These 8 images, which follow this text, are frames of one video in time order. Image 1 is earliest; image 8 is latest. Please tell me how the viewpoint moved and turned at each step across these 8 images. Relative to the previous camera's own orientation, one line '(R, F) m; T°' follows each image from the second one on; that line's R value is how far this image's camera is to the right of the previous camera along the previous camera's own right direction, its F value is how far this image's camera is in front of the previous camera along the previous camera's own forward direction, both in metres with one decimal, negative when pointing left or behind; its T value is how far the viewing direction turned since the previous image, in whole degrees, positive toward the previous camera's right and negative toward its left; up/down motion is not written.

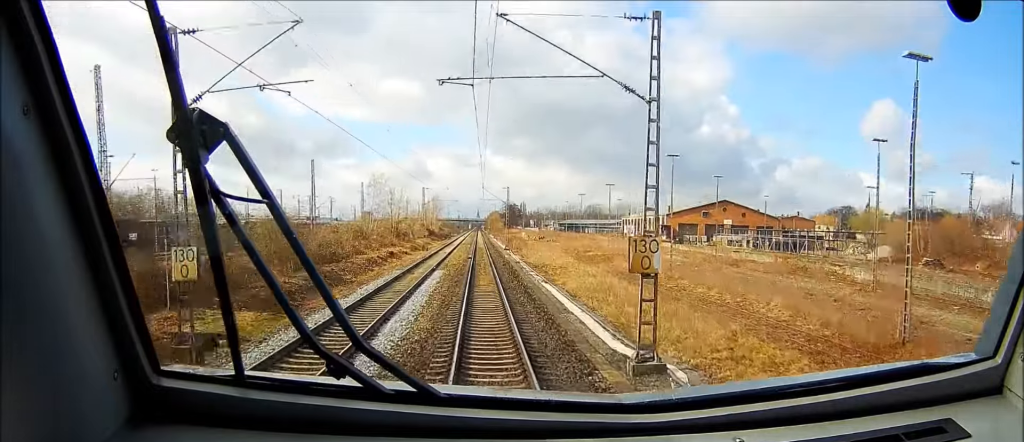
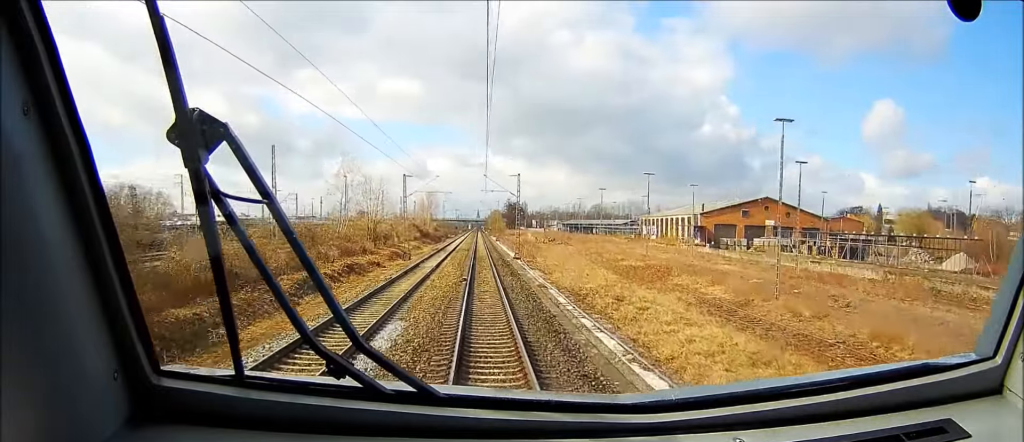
(0.0, +23.8) m; -1°
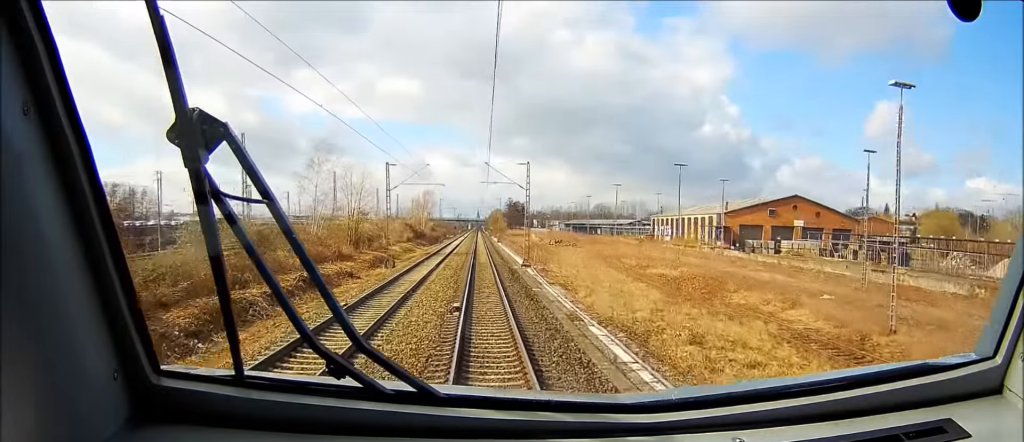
(-0.2, +12.9) m; -1°
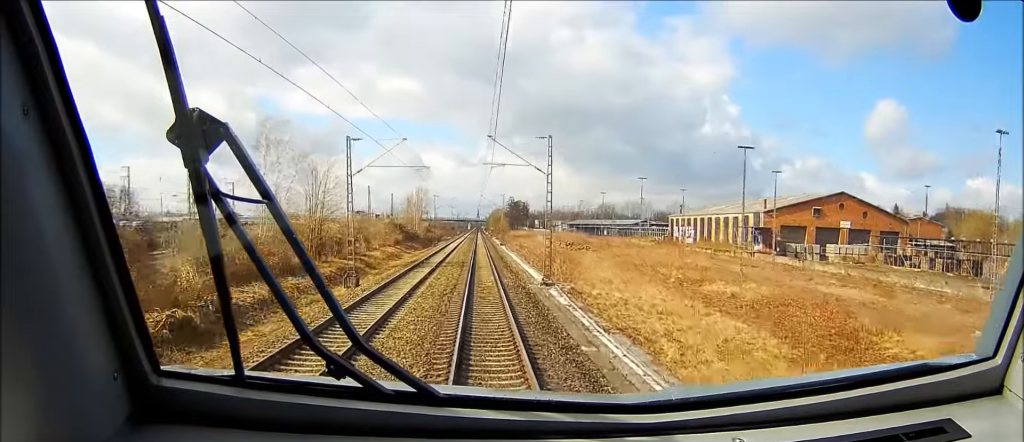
(-0.2, +16.6) m; 0°
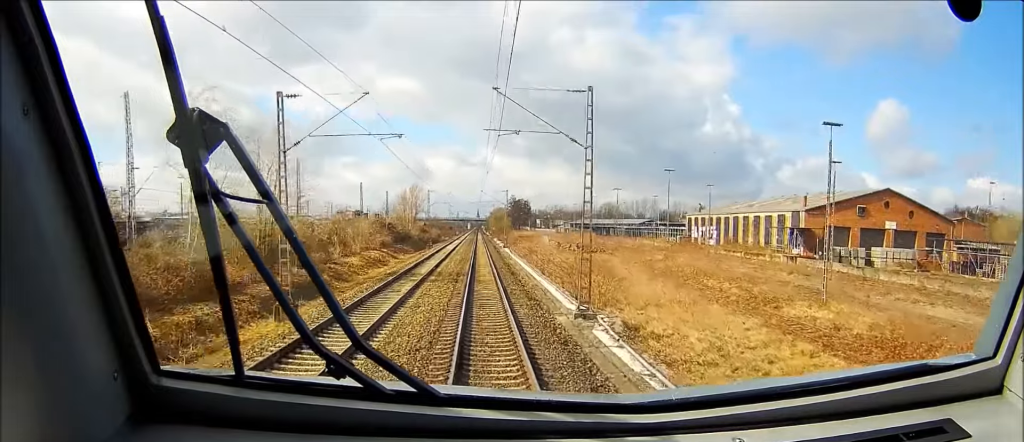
(0.0, +13.1) m; 0°
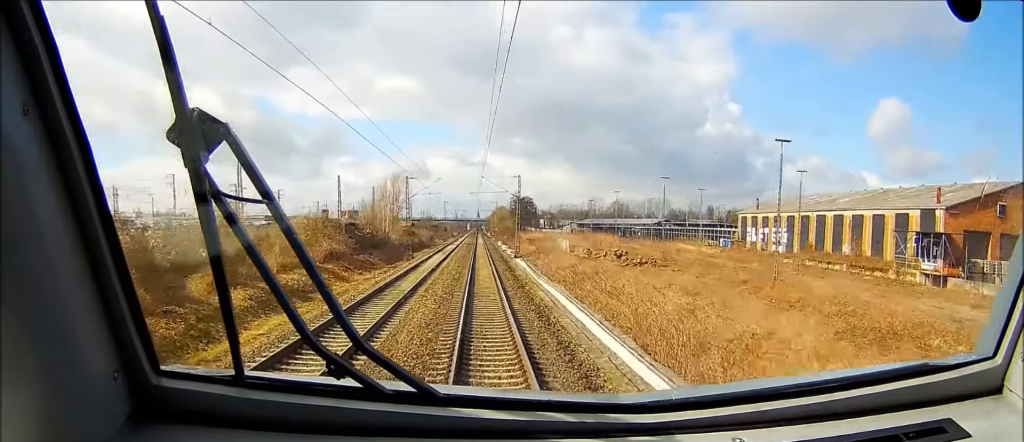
(+0.2, +29.7) m; 0°
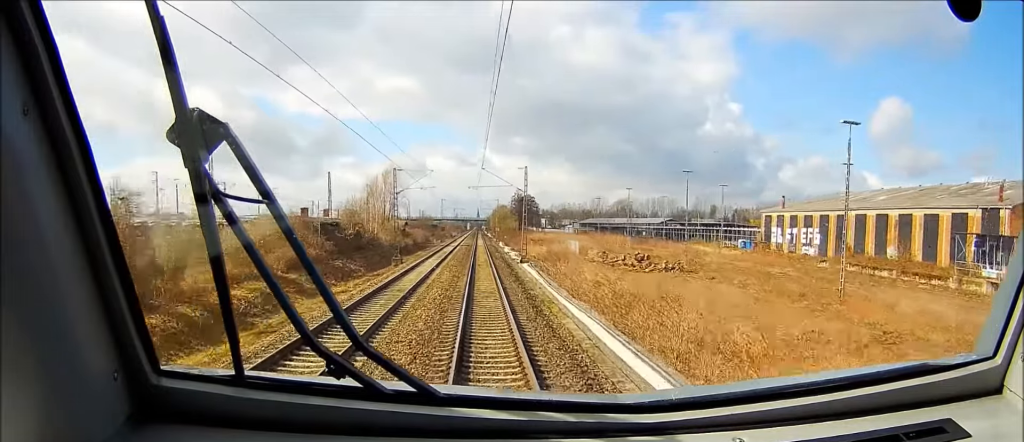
(-0.1, +10.0) m; 0°
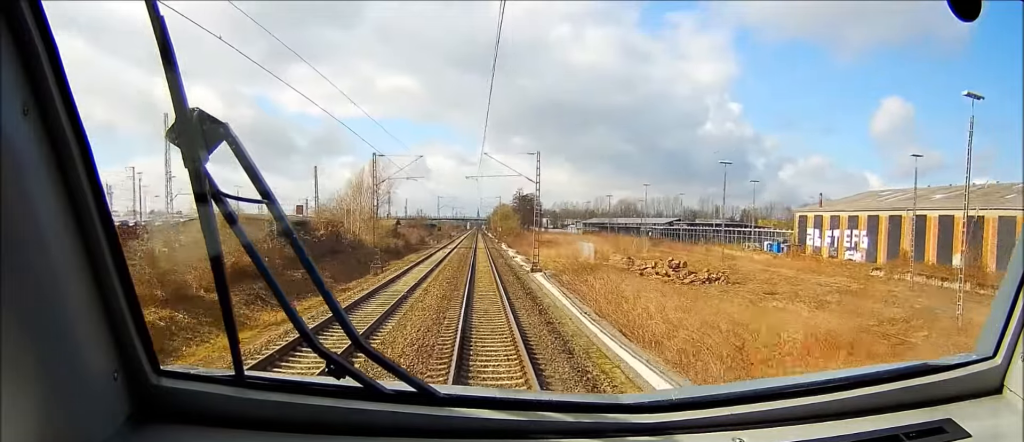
(+0.1, +12.3) m; 0°
